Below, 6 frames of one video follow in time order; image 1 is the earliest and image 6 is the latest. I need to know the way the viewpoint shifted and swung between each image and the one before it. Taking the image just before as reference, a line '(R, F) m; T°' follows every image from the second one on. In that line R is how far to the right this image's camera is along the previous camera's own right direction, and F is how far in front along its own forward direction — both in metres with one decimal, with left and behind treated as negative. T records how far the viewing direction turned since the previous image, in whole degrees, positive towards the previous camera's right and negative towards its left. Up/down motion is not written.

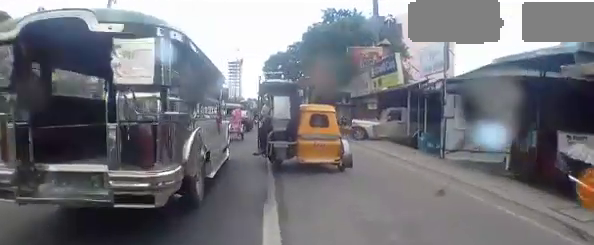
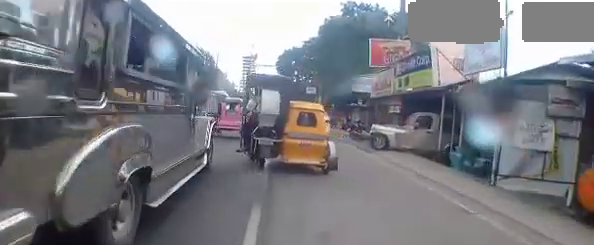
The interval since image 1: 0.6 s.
(+0.1, +2.1) m; +2°
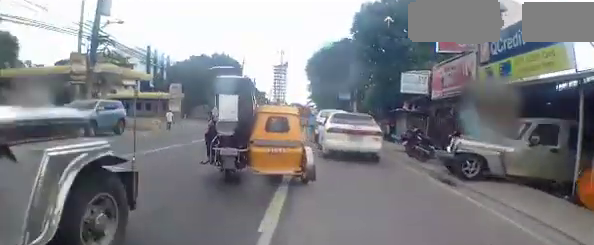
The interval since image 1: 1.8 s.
(-0.1, +4.5) m; -3°
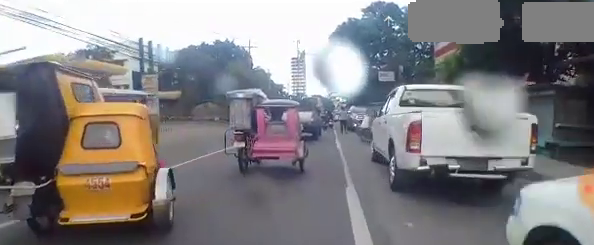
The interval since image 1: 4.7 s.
(-0.4, +11.8) m; -4°
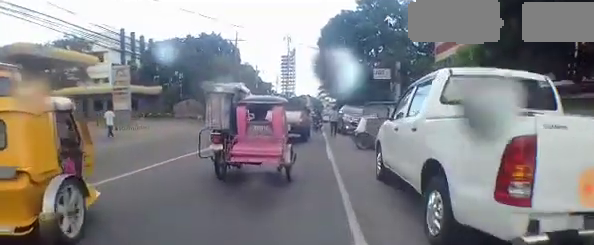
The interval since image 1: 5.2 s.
(0.0, +2.4) m; +1°
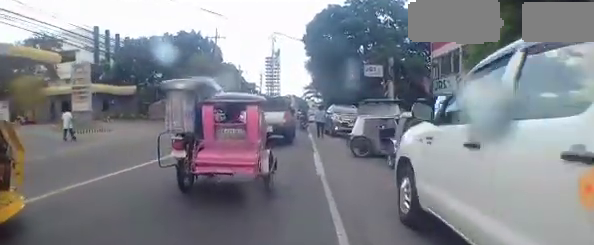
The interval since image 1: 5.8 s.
(0.0, +3.0) m; +2°
